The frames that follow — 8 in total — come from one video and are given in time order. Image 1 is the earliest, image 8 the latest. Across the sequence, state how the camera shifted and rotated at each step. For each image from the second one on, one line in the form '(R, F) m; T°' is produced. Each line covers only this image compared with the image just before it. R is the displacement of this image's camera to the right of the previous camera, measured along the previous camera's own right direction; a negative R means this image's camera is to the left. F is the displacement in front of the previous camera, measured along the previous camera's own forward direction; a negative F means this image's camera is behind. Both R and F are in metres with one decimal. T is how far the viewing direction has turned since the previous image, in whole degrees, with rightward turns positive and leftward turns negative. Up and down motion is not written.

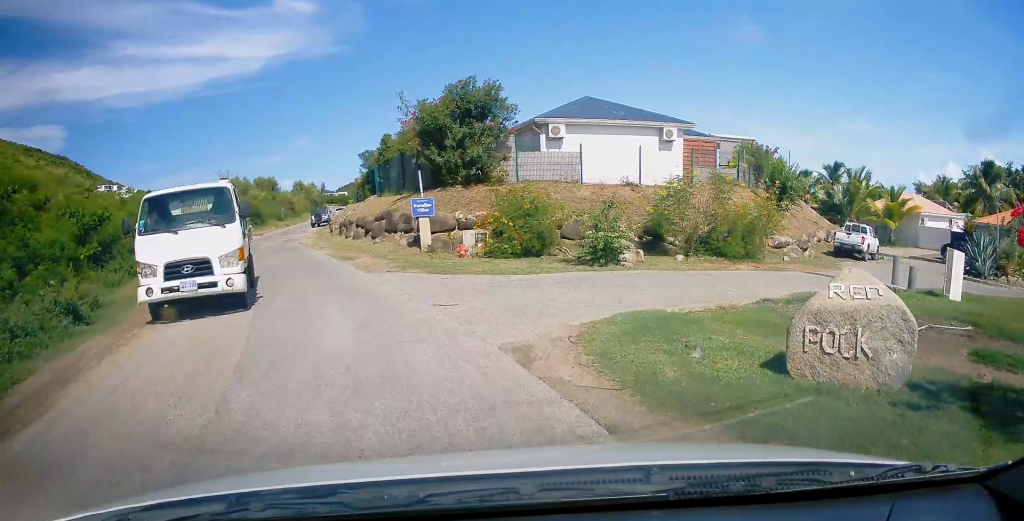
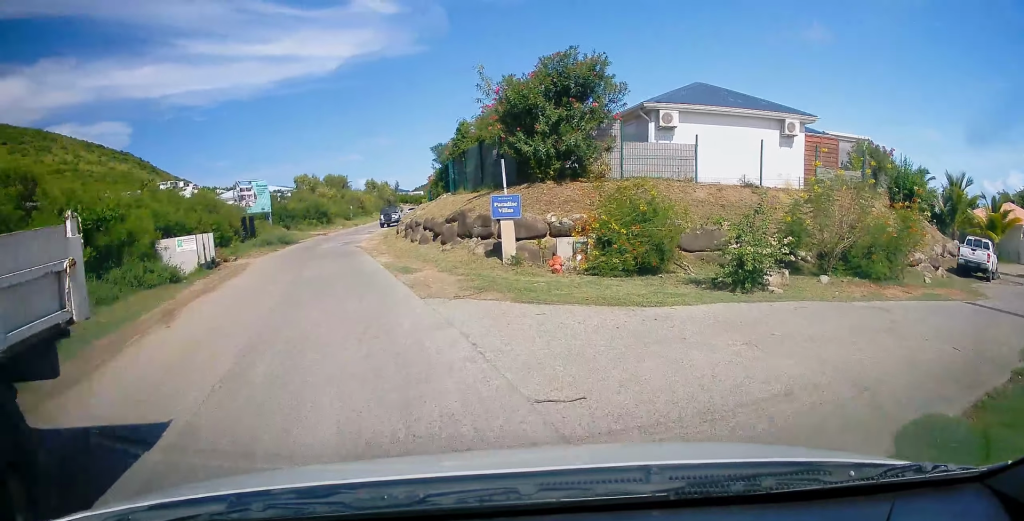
(-0.4, +4.0) m; -9°
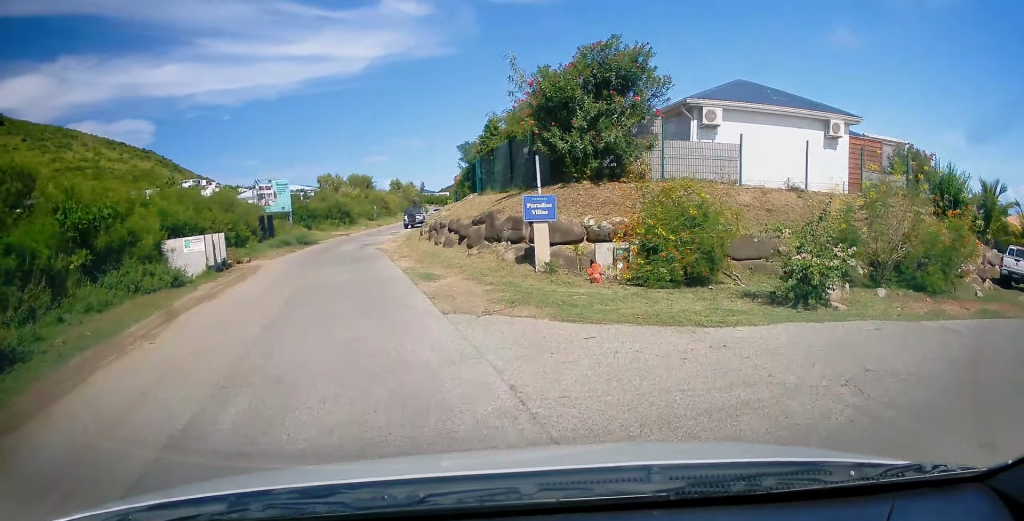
(0.0, +1.4) m; -2°
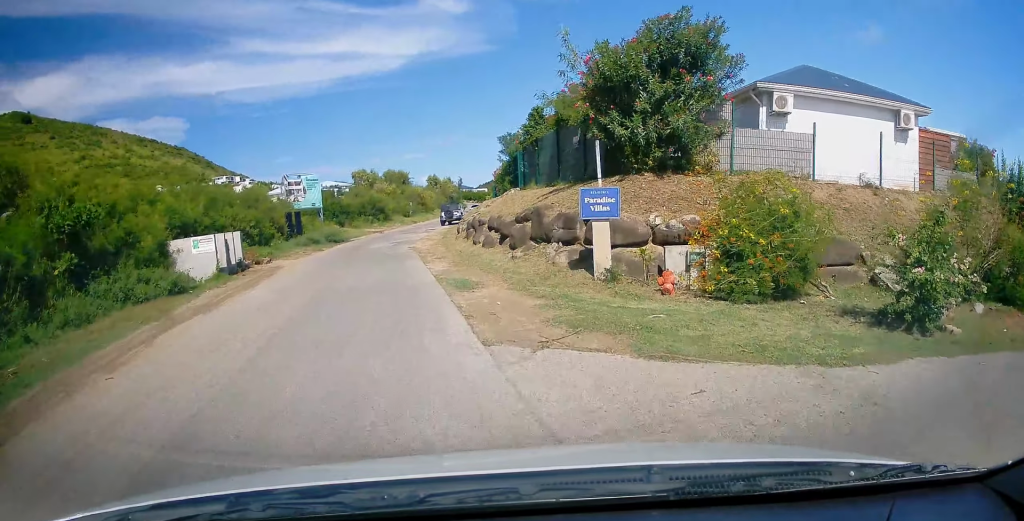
(0.0, +2.2) m; -3°
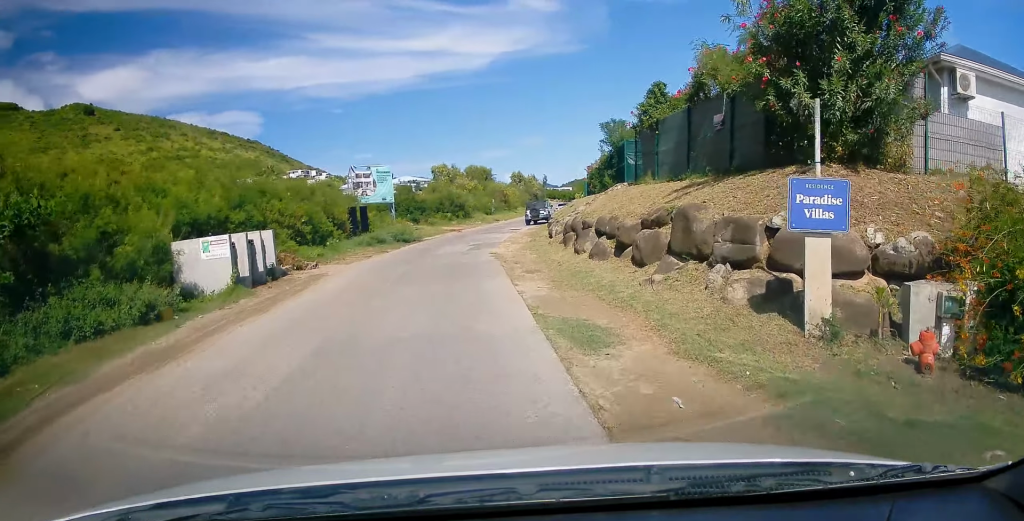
(-0.3, +5.0) m; -5°
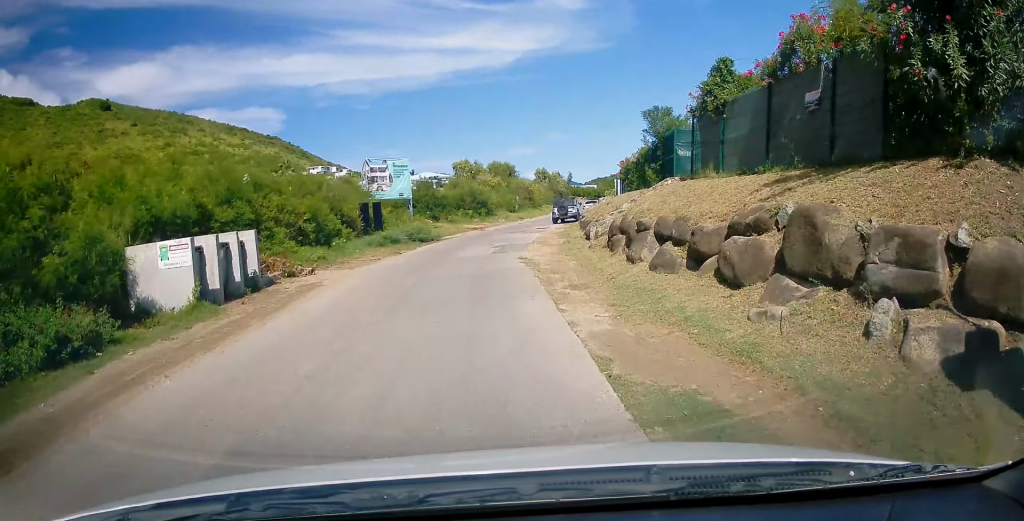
(0.0, +3.1) m; -1°
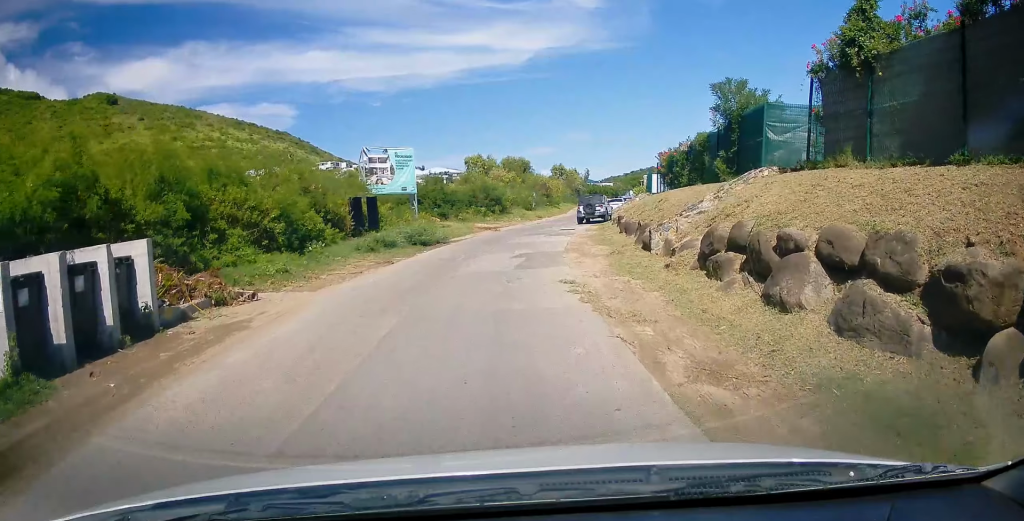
(0.0, +5.3) m; 0°
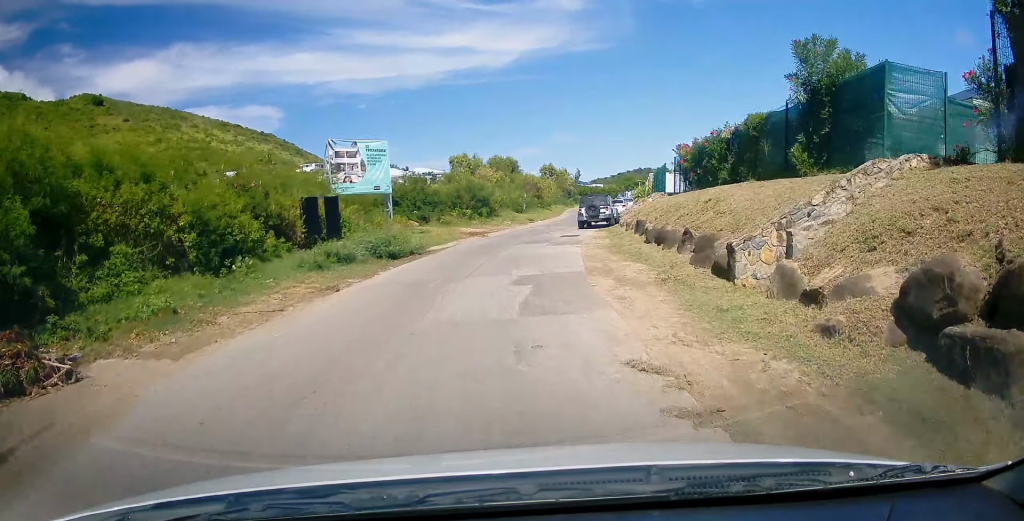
(0.0, +5.3) m; +1°
